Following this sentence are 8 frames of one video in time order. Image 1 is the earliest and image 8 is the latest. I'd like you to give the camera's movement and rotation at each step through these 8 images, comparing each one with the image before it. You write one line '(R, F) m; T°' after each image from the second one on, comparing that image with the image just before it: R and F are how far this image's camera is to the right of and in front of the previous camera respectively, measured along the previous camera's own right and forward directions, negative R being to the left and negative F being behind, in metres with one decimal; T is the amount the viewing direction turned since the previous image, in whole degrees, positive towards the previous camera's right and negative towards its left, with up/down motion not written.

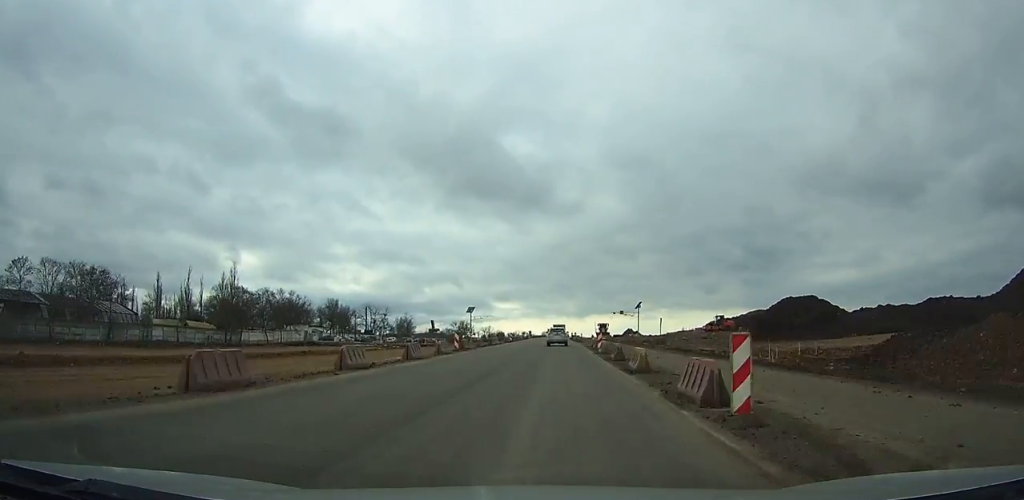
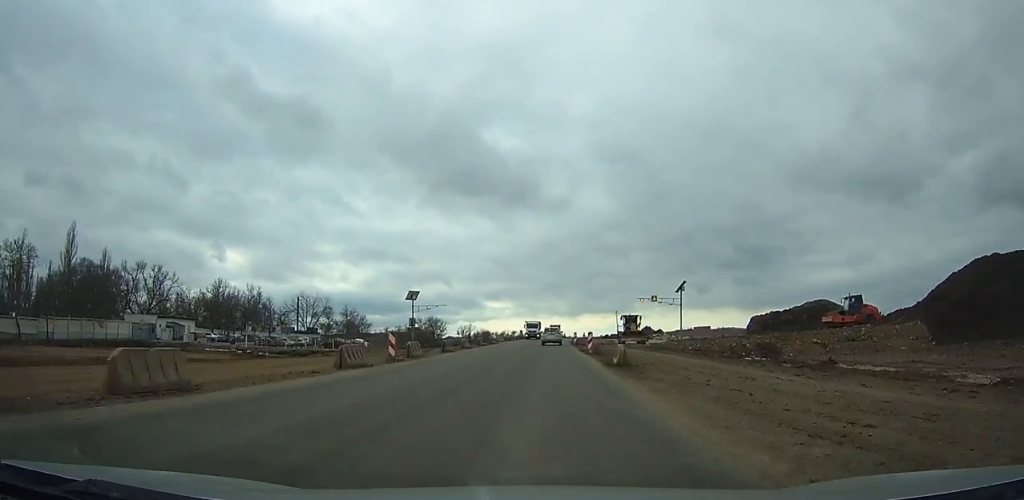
(+0.1, +52.3) m; 0°
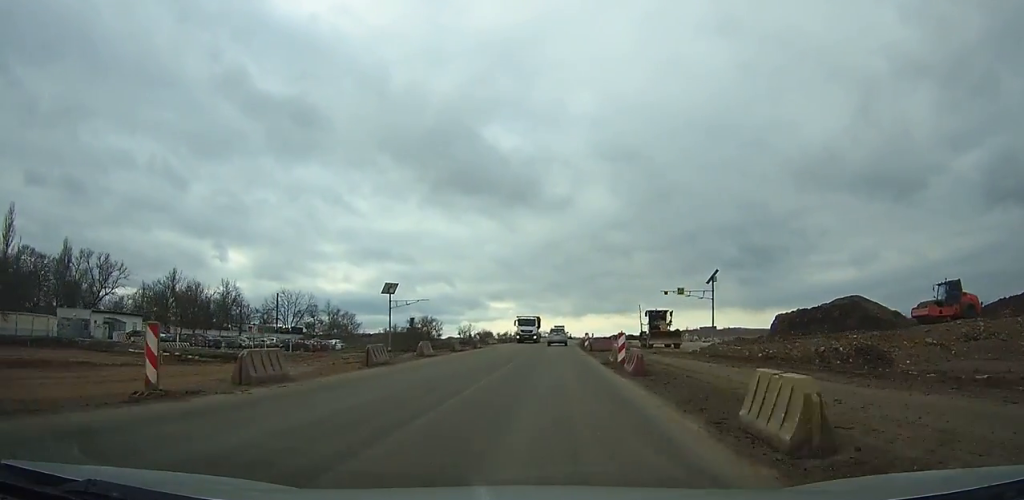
(0.0, +14.9) m; 0°
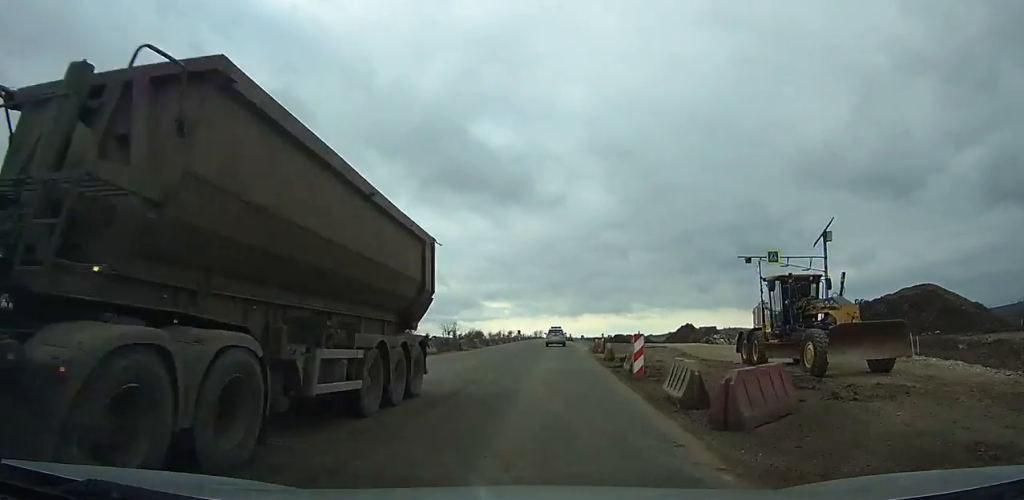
(0.0, +30.9) m; 0°
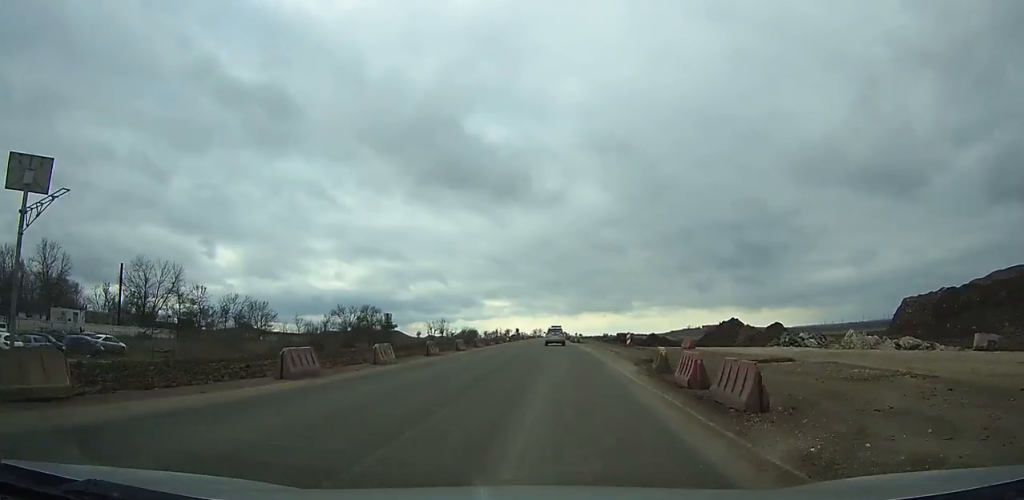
(-0.1, +26.6) m; 0°
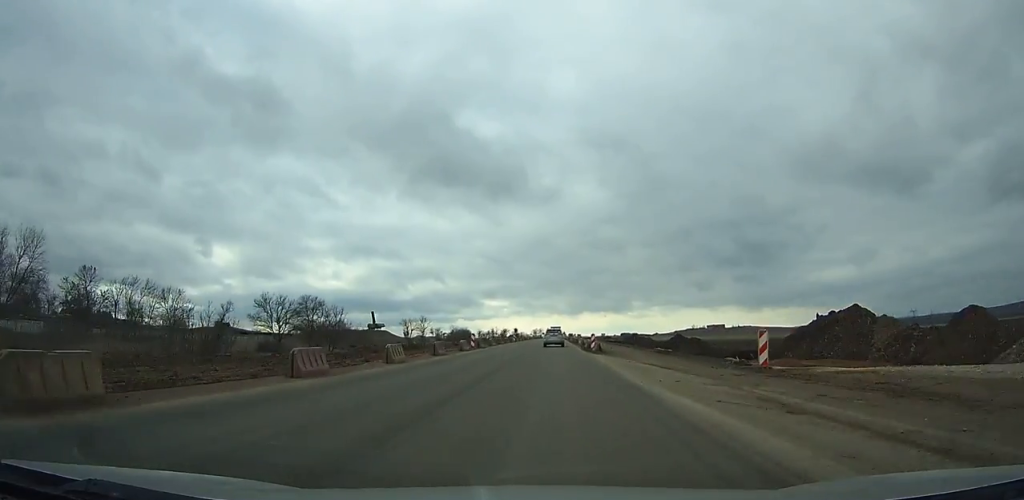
(+0.1, +32.6) m; 0°
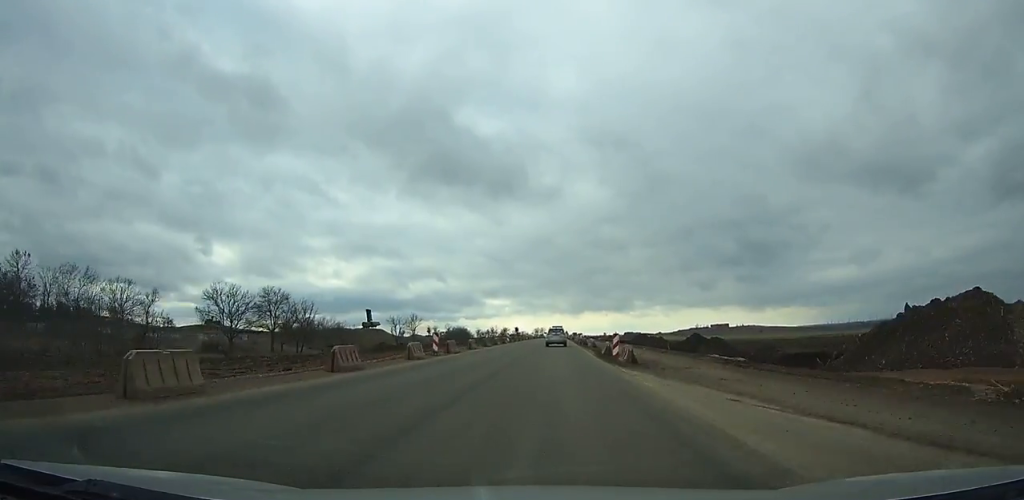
(0.0, +14.3) m; 0°
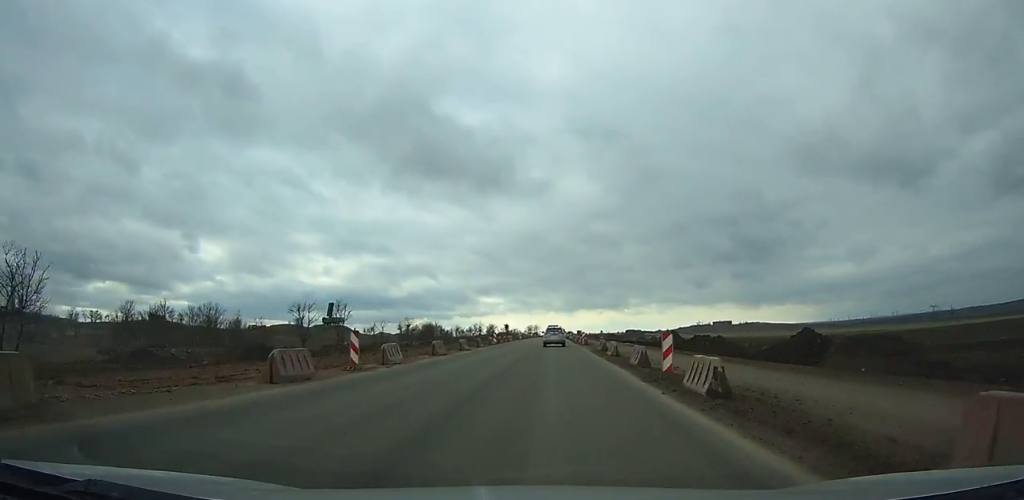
(+0.1, +54.2) m; 0°
